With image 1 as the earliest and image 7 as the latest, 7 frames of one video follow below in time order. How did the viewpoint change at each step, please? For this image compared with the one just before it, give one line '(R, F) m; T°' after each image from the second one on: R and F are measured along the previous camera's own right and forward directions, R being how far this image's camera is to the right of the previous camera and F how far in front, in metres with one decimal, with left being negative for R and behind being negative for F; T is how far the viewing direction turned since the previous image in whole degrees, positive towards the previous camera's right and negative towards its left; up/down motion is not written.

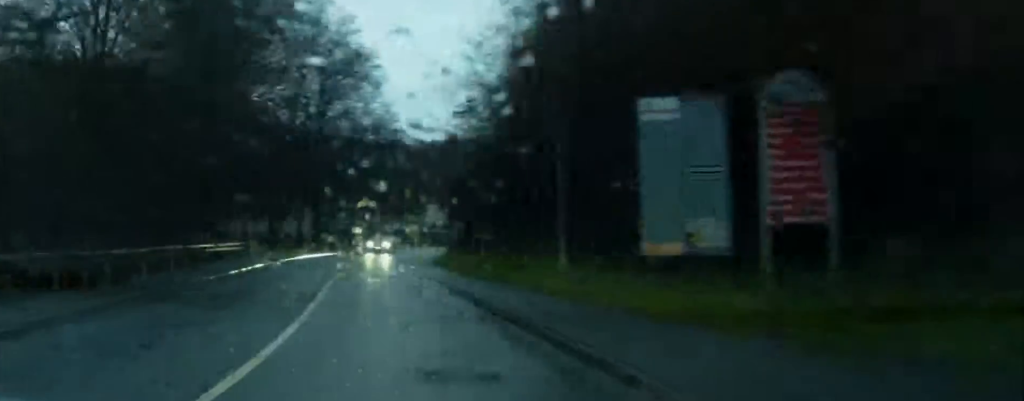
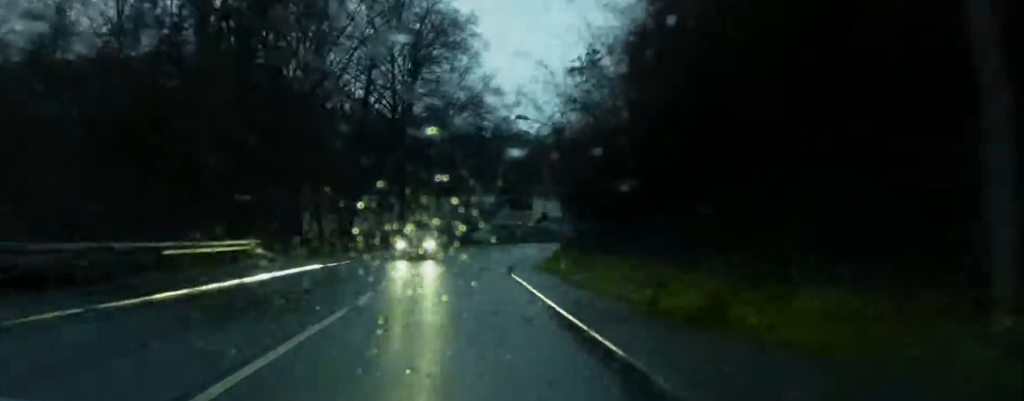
(-0.5, +14.7) m; -10°
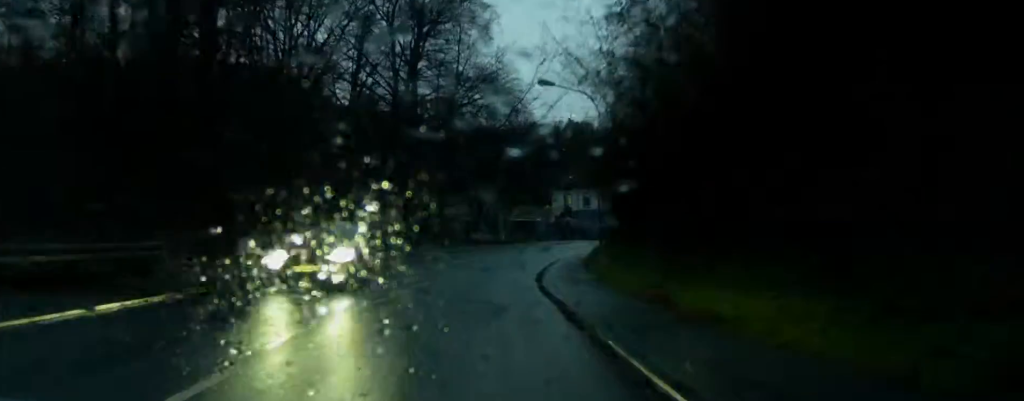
(-1.6, +10.8) m; -3°
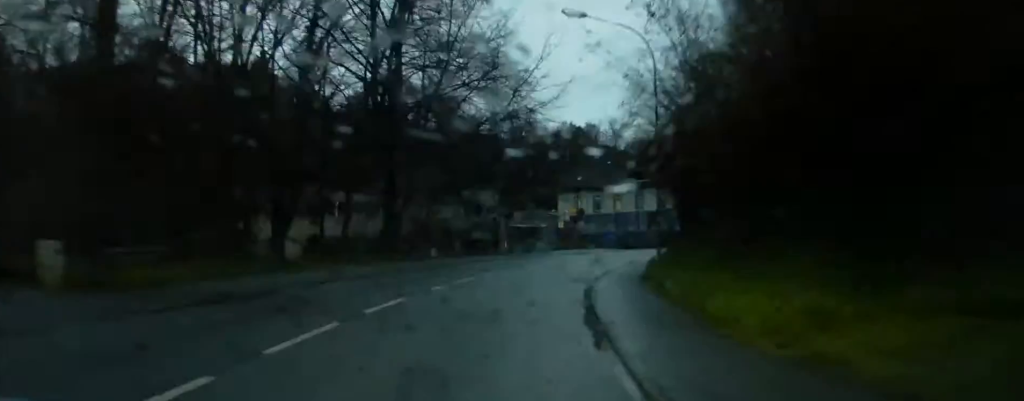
(-1.2, +13.9) m; -3°
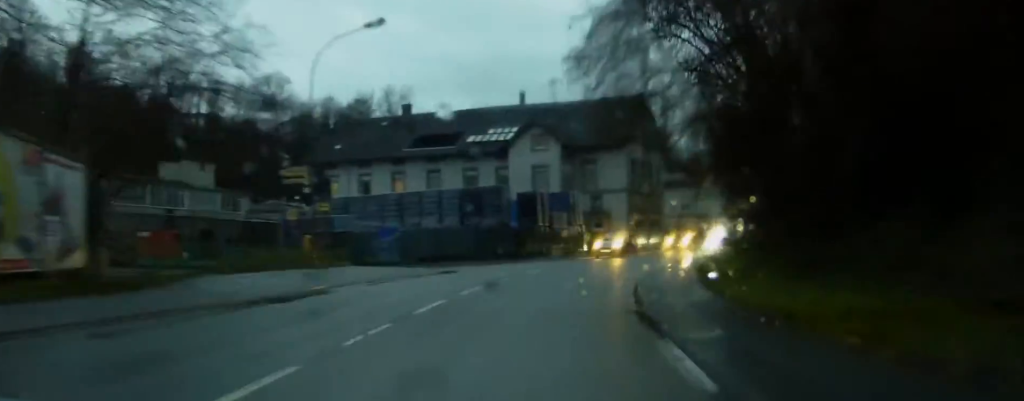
(+3.2, +44.5) m; +9°
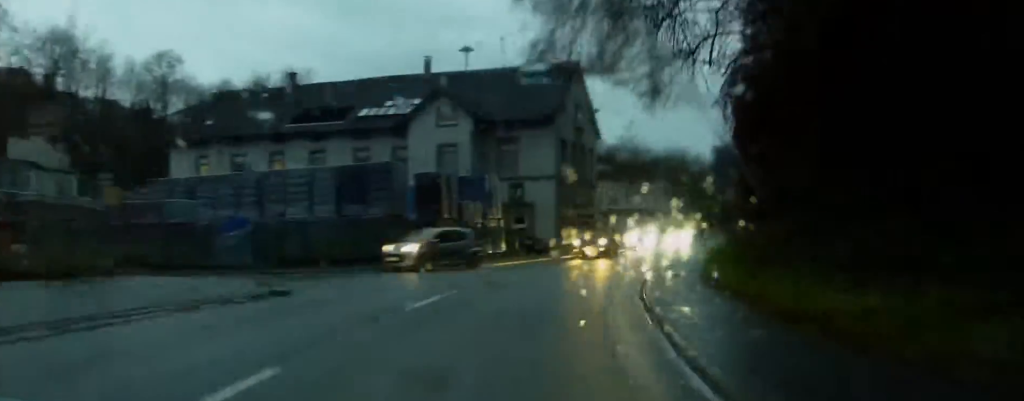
(+0.5, +13.5) m; +7°
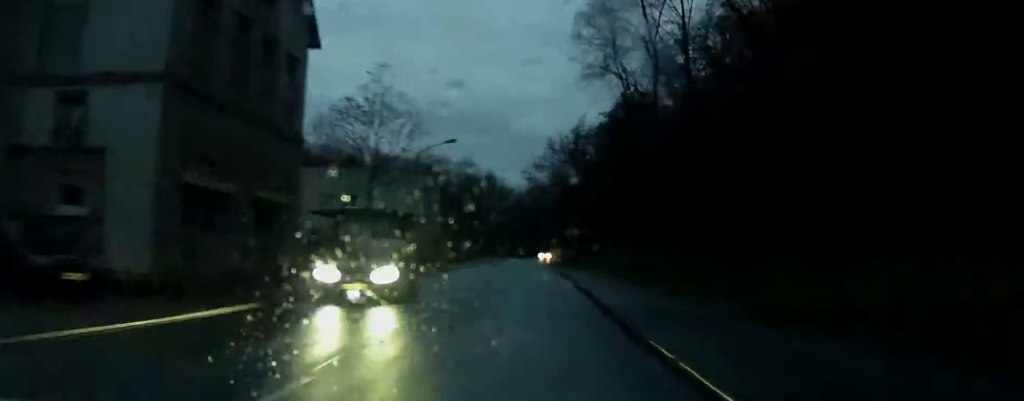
(+8.1, +35.2) m; +20°
